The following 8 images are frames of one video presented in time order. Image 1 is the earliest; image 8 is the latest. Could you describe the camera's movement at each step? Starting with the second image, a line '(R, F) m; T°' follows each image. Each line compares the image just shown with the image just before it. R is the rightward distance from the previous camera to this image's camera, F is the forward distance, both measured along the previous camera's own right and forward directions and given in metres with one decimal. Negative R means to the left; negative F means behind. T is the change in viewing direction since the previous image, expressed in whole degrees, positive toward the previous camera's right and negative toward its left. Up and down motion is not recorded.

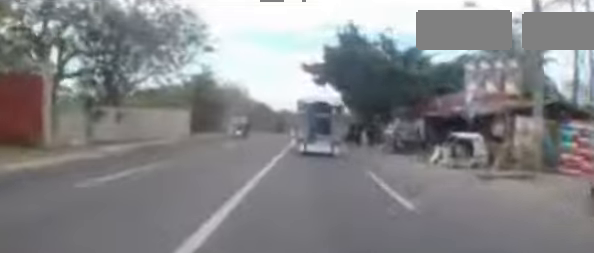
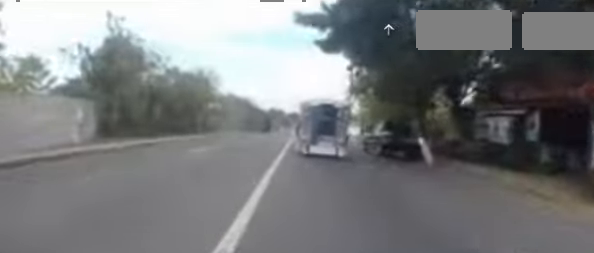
(0.0, +13.9) m; +1°
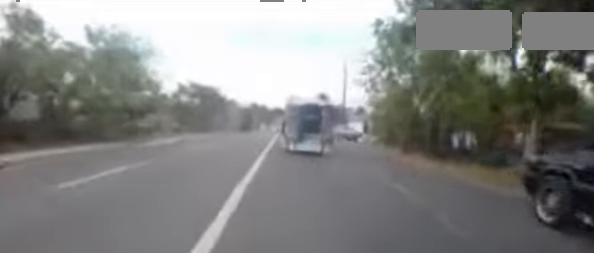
(+0.5, +13.4) m; +4°
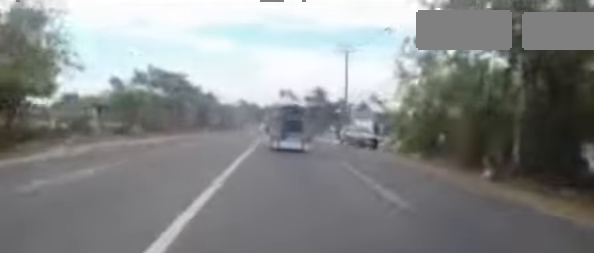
(+0.1, +8.9) m; +1°
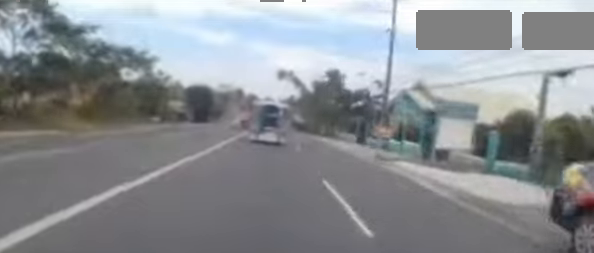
(0.0, +18.7) m; -1°
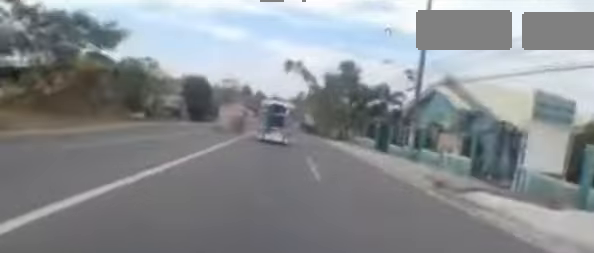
(+0.1, +4.9) m; -1°
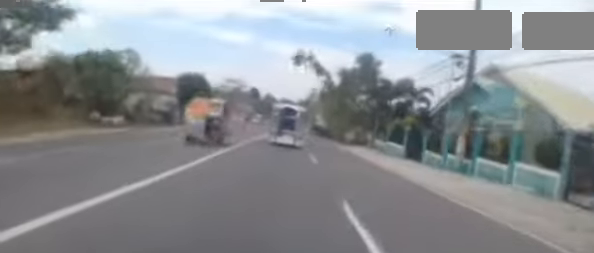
(-0.1, +5.2) m; -1°
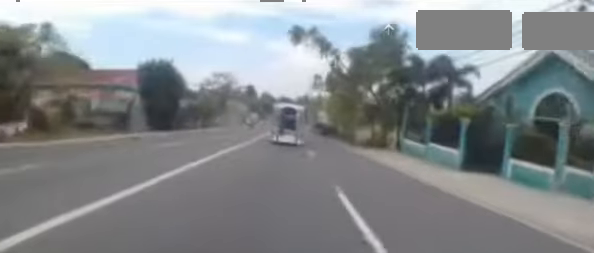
(-0.3, +8.7) m; -1°
